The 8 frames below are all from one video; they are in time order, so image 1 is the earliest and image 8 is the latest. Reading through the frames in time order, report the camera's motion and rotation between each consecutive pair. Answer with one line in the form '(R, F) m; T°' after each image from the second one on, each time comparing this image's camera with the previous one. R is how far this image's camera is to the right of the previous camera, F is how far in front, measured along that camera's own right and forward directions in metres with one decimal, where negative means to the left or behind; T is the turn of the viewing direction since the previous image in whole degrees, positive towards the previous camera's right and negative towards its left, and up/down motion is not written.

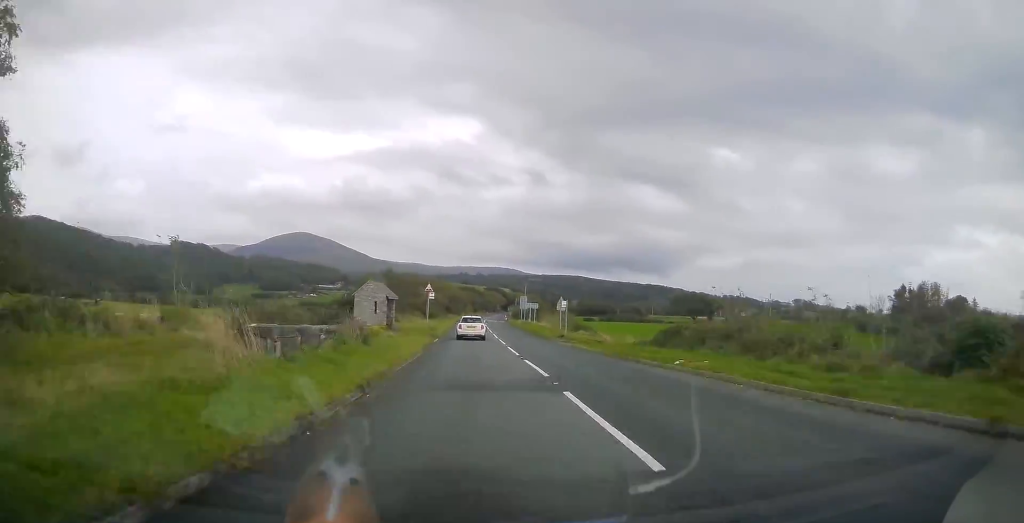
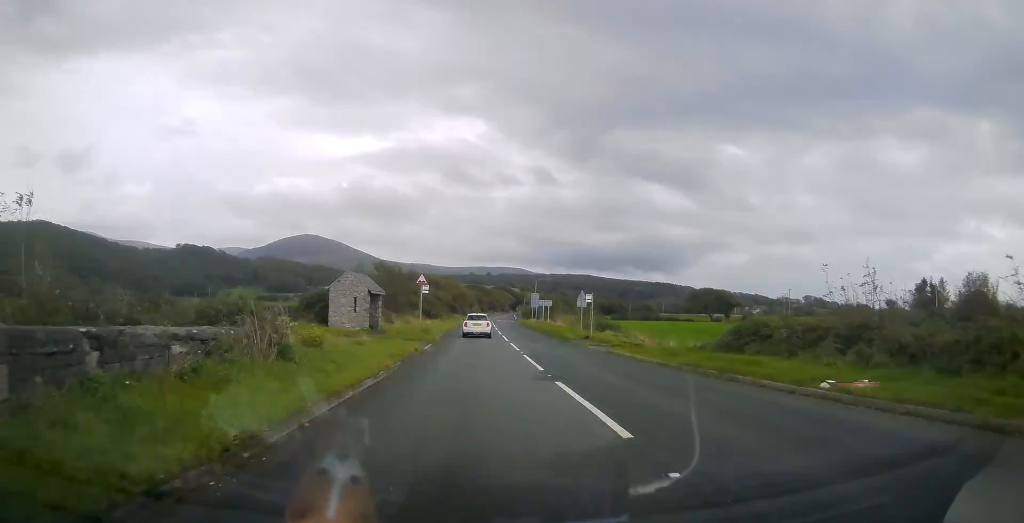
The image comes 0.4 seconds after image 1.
(+0.1, +8.1) m; -1°
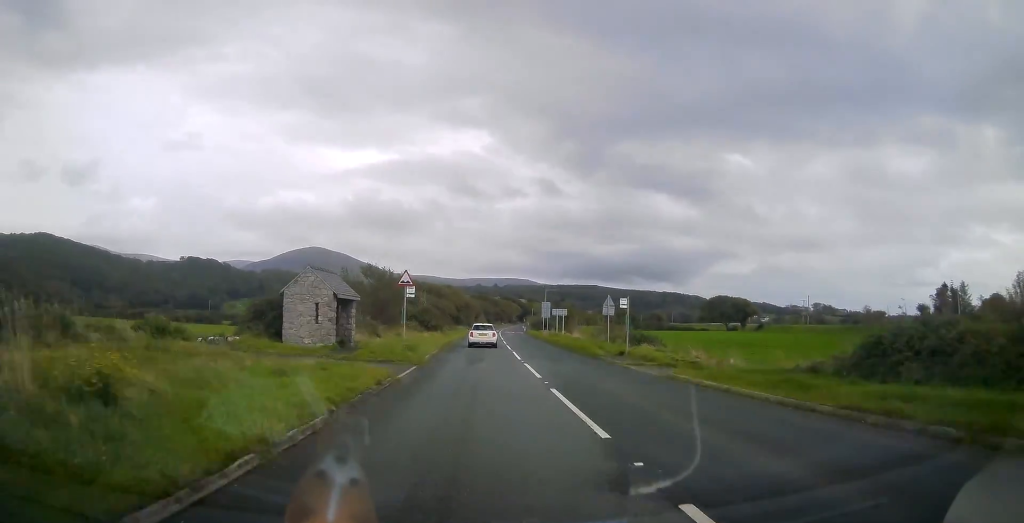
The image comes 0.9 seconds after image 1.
(0.0, +8.0) m; -1°
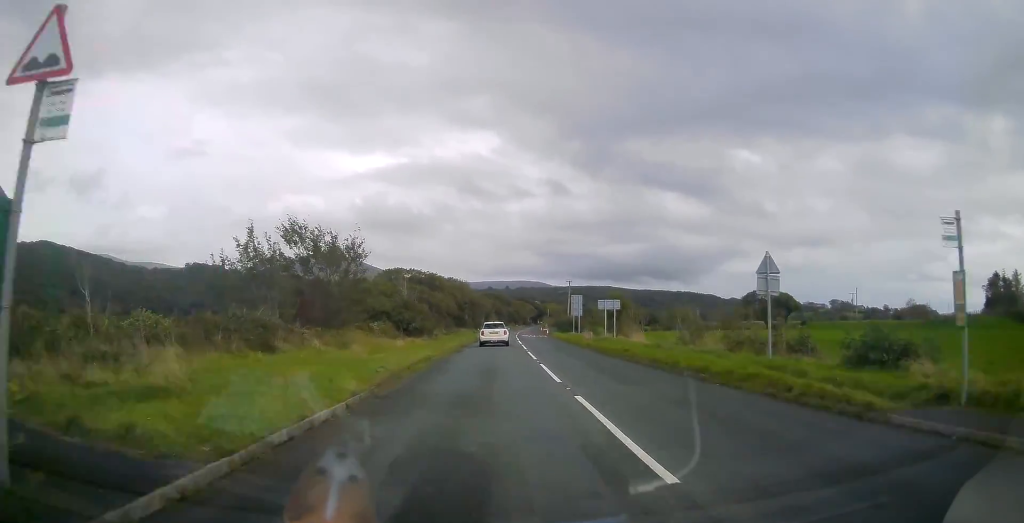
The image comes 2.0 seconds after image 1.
(-0.7, +20.5) m; -2°
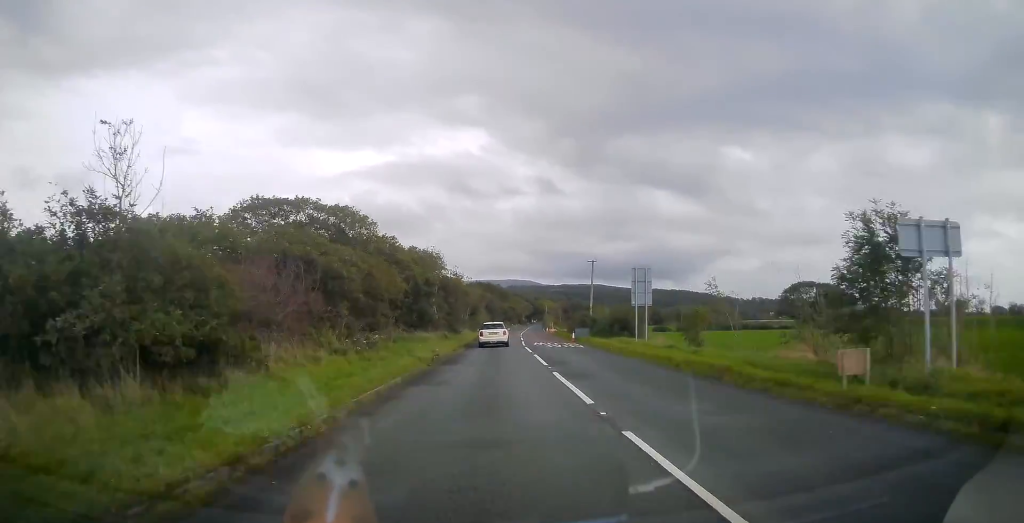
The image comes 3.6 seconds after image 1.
(+0.2, +31.6) m; 0°
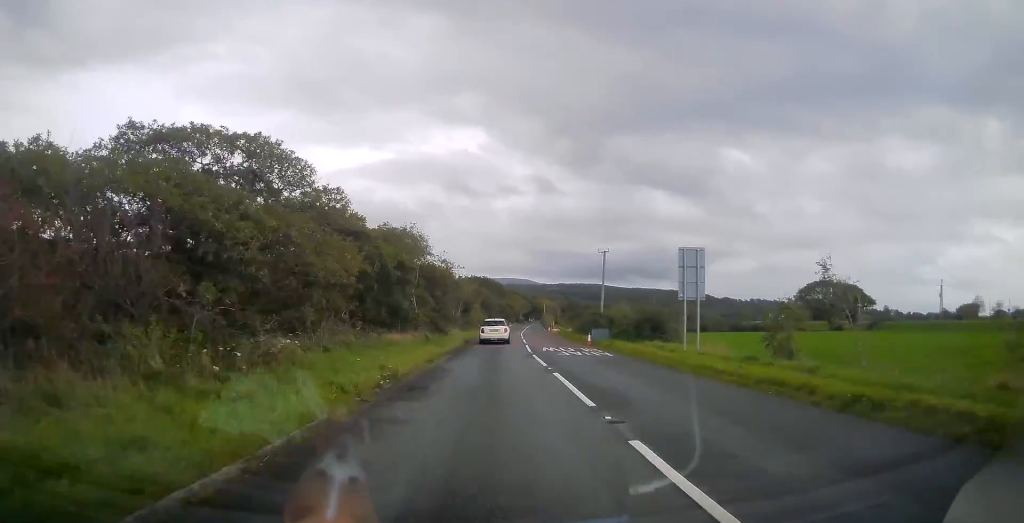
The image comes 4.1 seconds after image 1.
(-0.1, +9.4) m; 0°
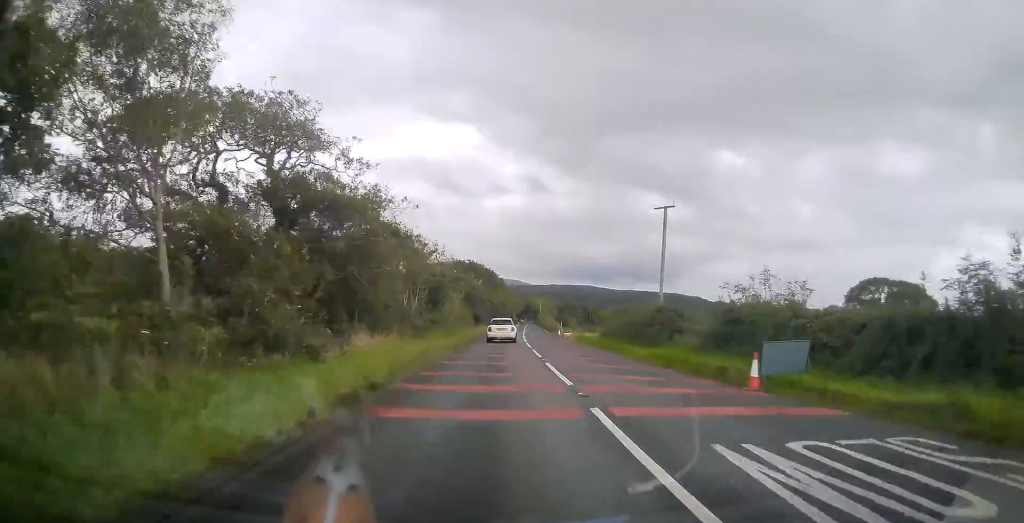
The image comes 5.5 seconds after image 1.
(+0.3, +25.3) m; +1°
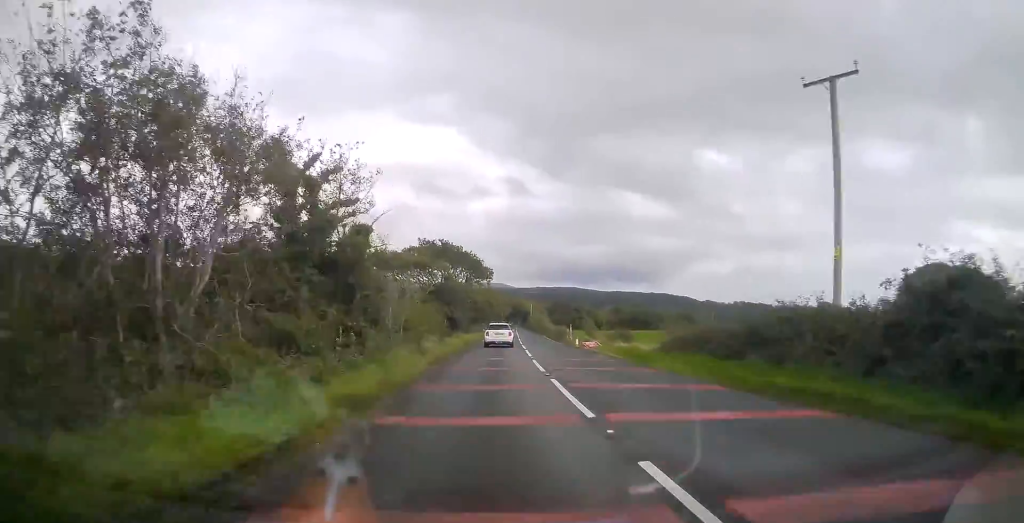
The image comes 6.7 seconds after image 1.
(-0.1, +21.1) m; +1°
